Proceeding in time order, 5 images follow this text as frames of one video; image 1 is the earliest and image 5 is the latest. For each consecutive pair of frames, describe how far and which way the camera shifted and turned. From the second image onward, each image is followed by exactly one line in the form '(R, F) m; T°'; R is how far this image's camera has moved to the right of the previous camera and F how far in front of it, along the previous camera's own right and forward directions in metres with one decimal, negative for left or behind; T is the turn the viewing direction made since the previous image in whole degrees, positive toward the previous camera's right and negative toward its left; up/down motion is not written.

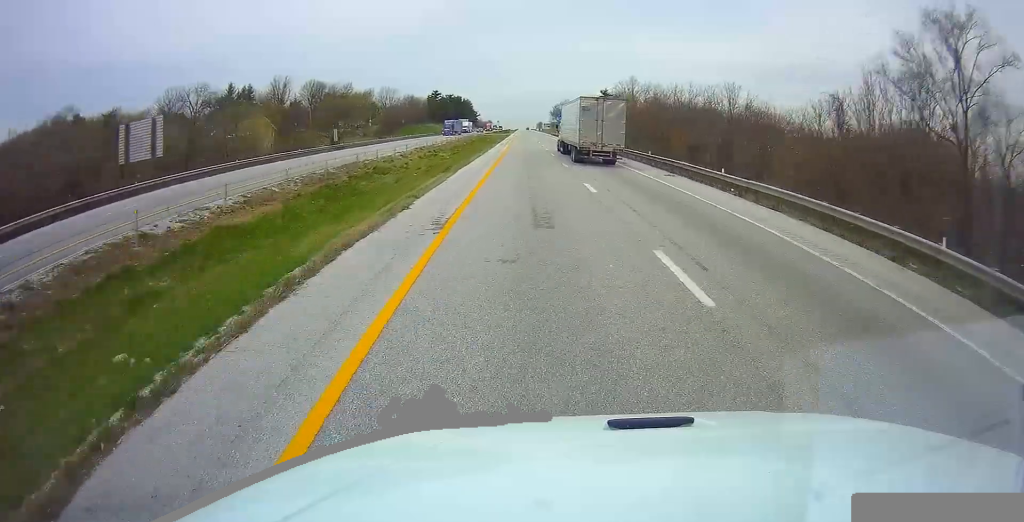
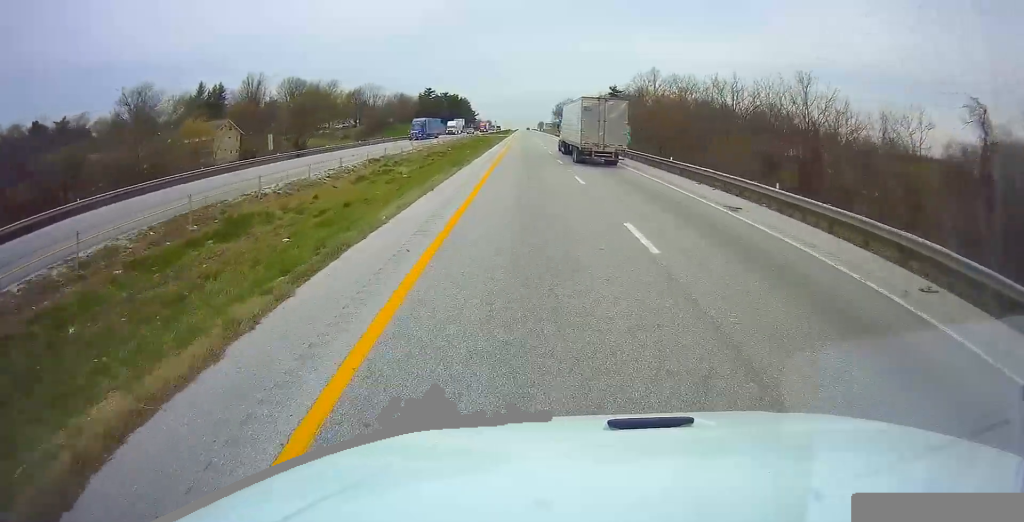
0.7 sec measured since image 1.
(0.0, +21.2) m; 0°
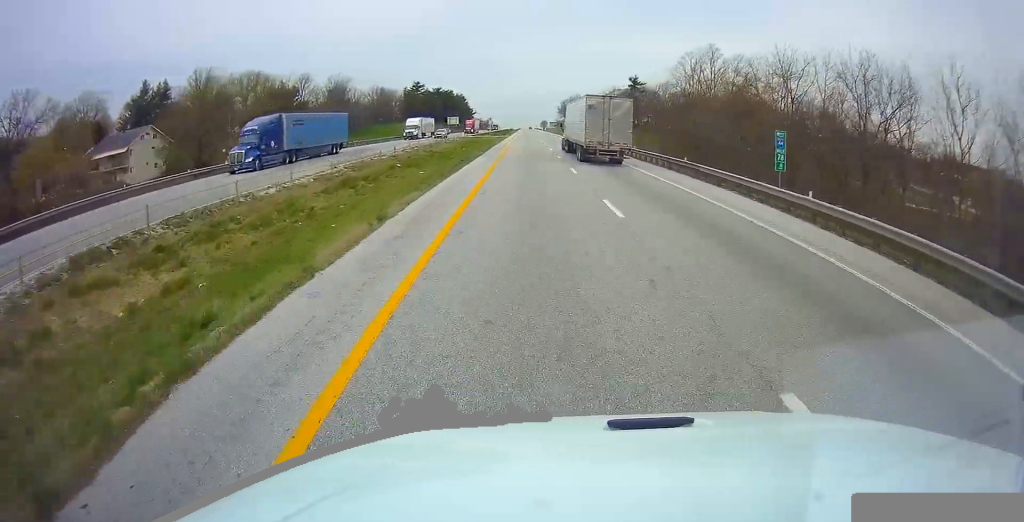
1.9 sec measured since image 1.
(0.0, +32.8) m; 0°
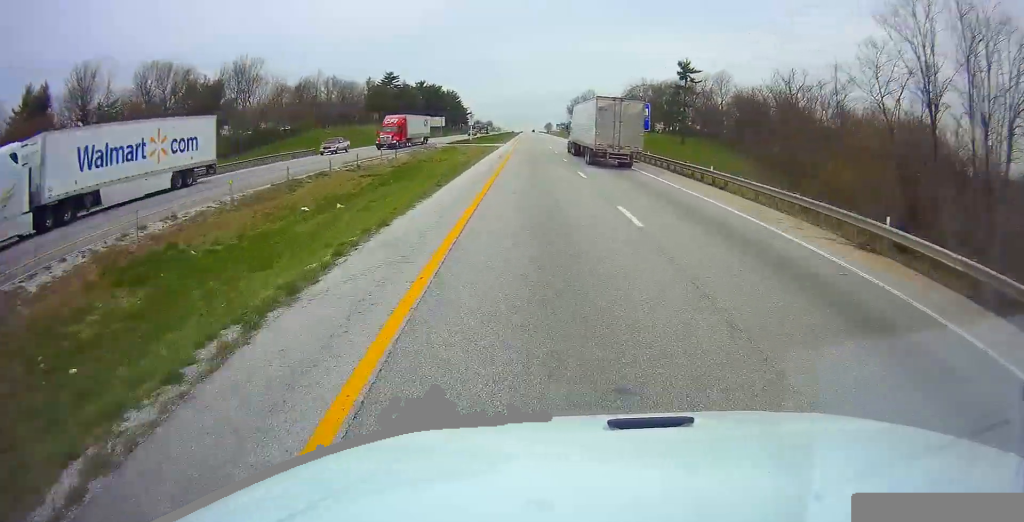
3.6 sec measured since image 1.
(0.0, +49.5) m; 0°
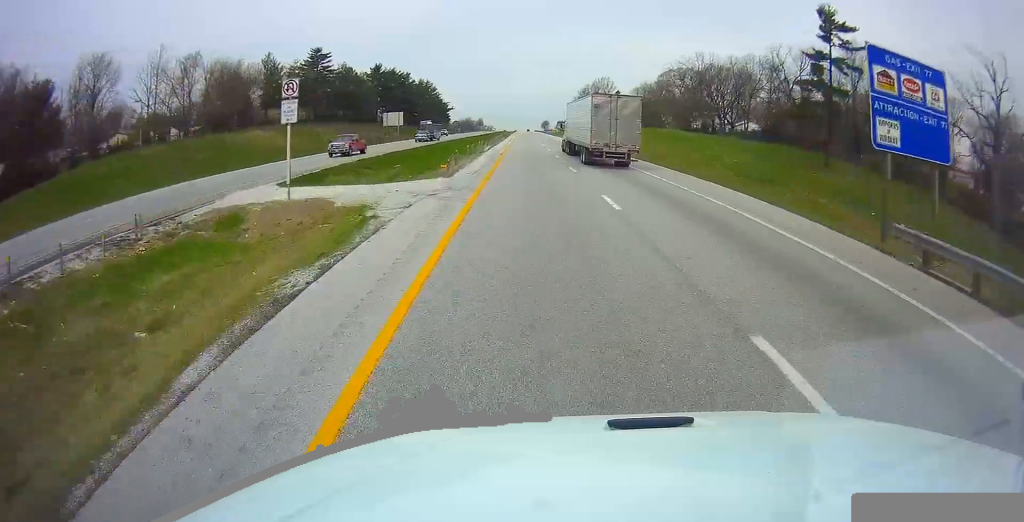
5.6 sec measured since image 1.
(0.0, +58.4) m; 0°
